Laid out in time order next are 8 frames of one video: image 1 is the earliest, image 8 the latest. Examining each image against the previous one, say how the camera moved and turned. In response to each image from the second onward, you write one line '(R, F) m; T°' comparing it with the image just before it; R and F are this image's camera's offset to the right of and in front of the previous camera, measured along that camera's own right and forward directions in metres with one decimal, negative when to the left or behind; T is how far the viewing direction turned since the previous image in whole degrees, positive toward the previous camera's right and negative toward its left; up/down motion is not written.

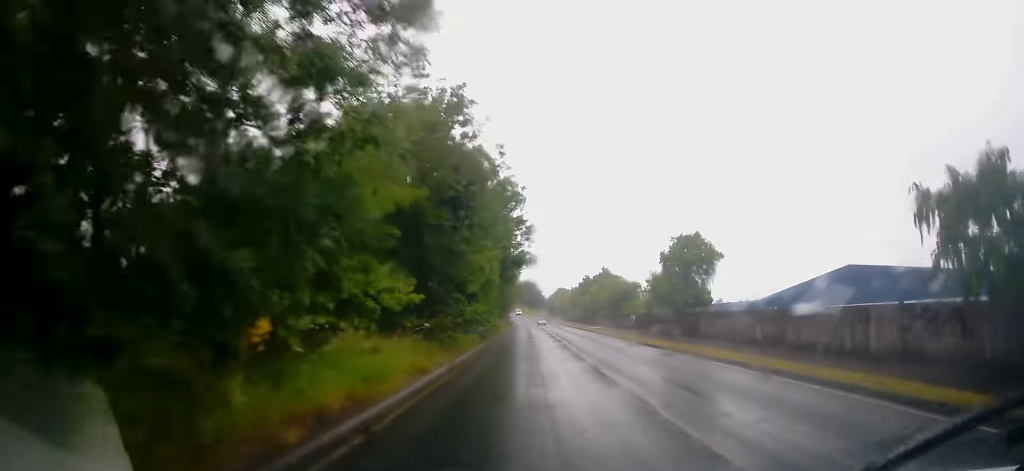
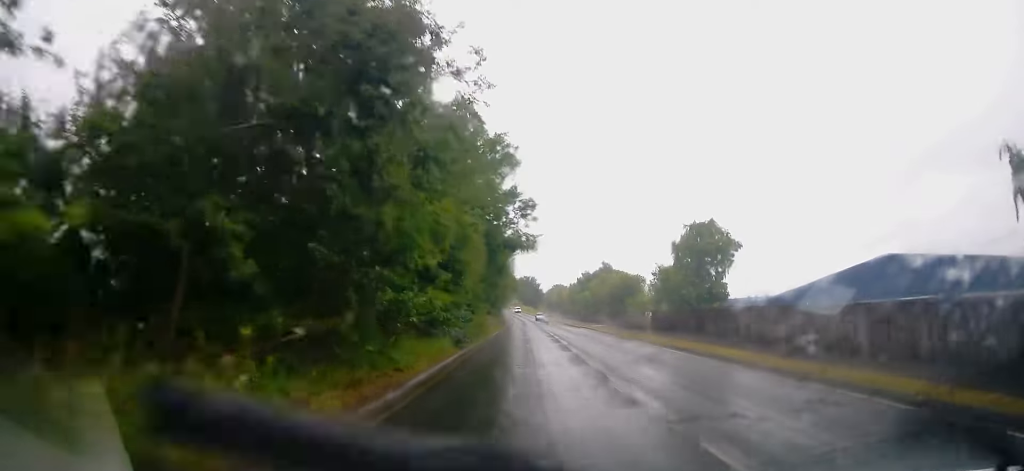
(0.0, +8.6) m; -1°
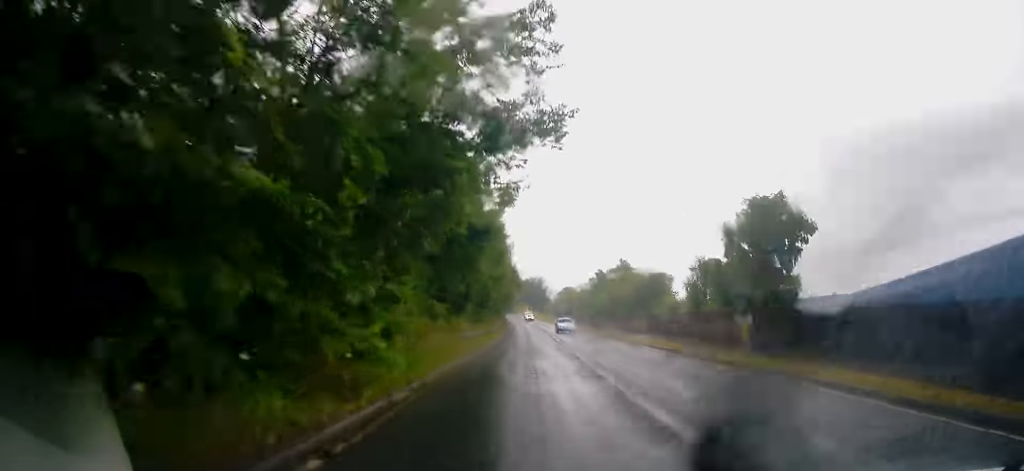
(-0.6, +19.6) m; -2°
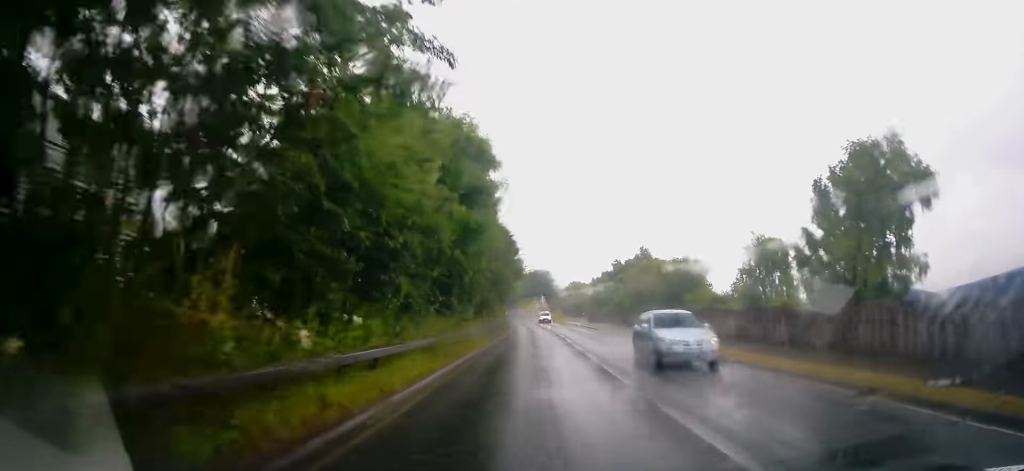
(+0.2, +19.3) m; +2°
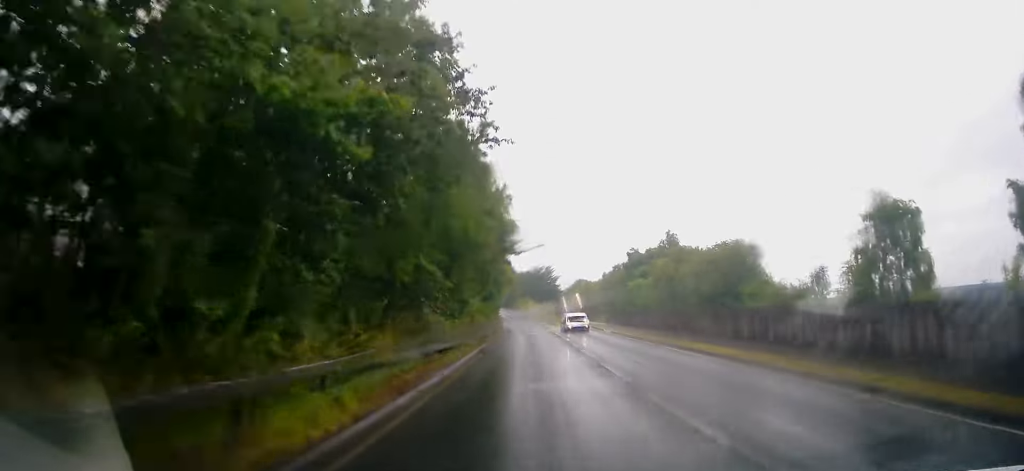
(+0.2, +22.9) m; 0°
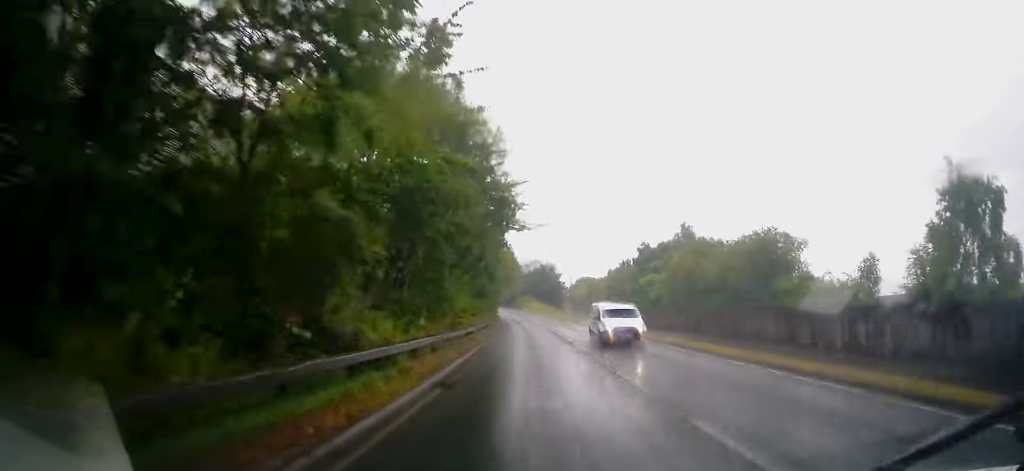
(0.0, +8.8) m; 0°
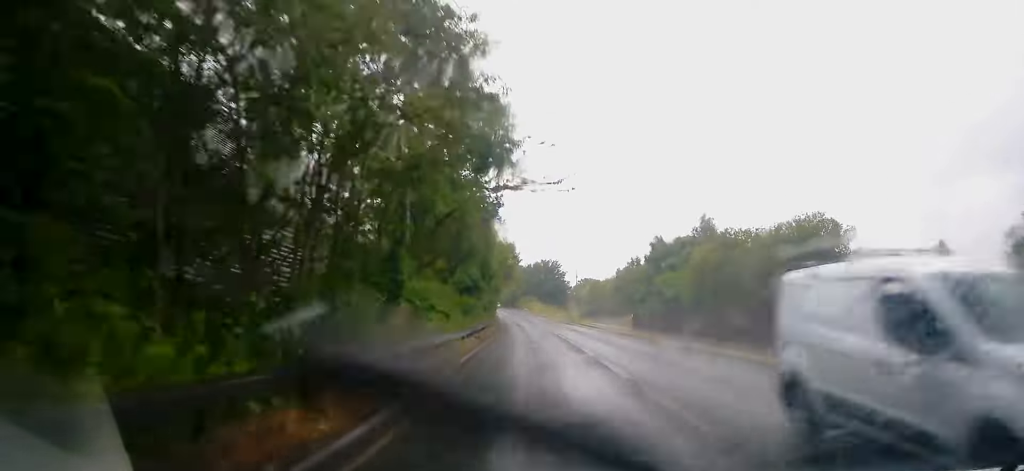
(-0.1, +9.2) m; -1°
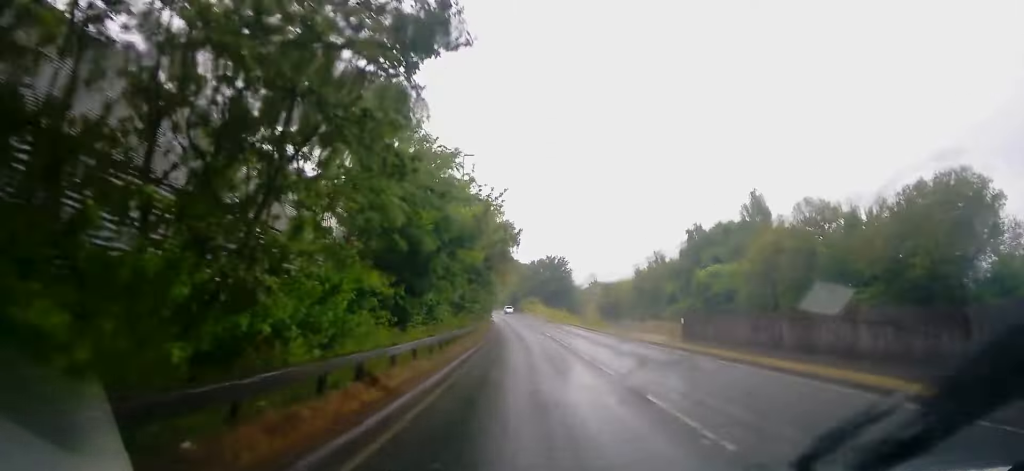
(-0.5, +18.8) m; 0°
